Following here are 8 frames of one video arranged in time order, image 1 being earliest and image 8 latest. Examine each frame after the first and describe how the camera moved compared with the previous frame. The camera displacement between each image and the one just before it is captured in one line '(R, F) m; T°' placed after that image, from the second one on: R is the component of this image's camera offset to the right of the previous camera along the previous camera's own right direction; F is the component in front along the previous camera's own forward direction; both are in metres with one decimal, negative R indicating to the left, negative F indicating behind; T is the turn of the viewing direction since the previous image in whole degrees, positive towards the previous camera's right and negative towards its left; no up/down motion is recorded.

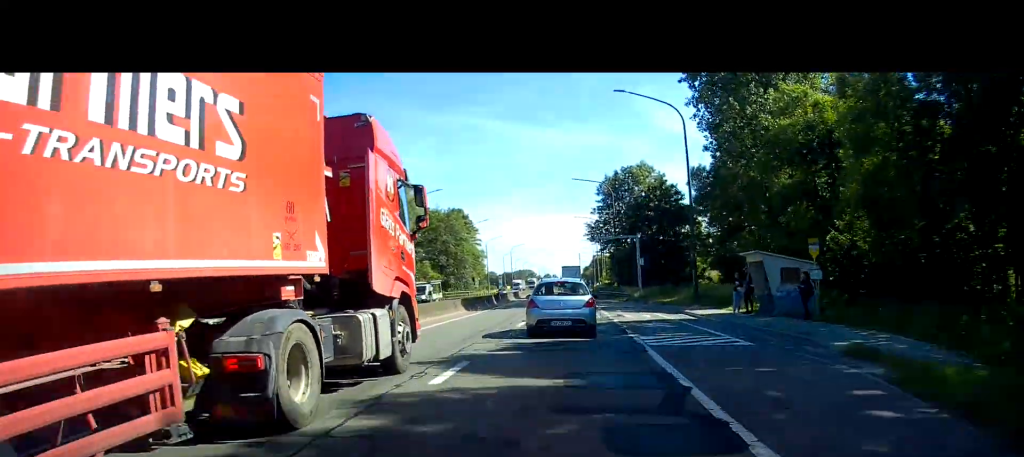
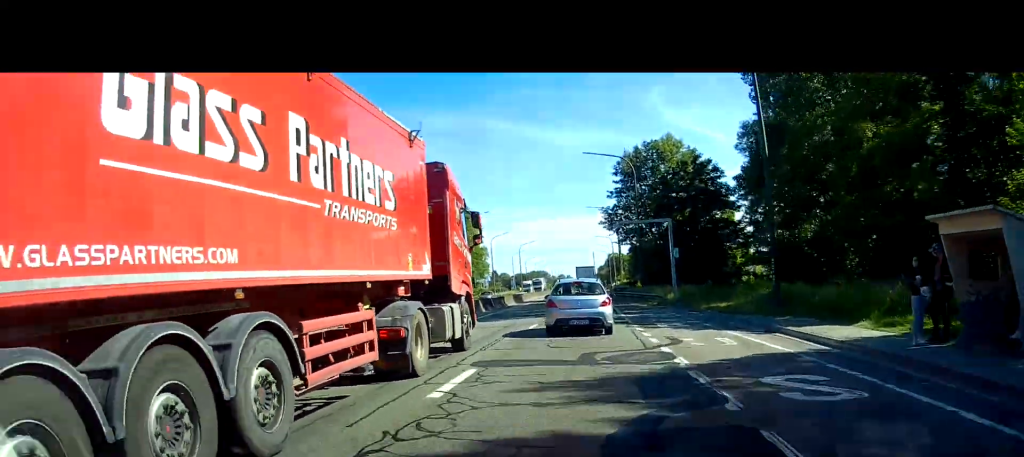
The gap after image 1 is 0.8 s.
(+0.1, +13.6) m; 0°
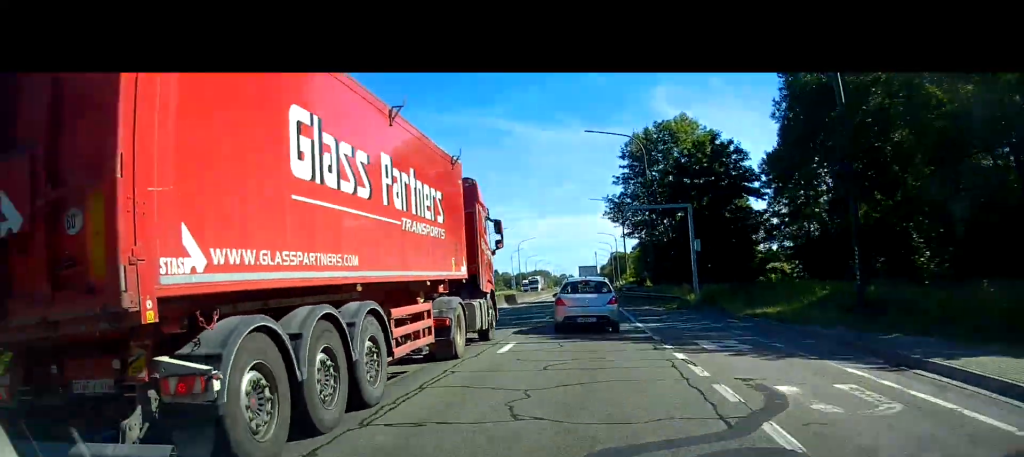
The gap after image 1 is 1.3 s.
(+0.1, +7.7) m; 0°
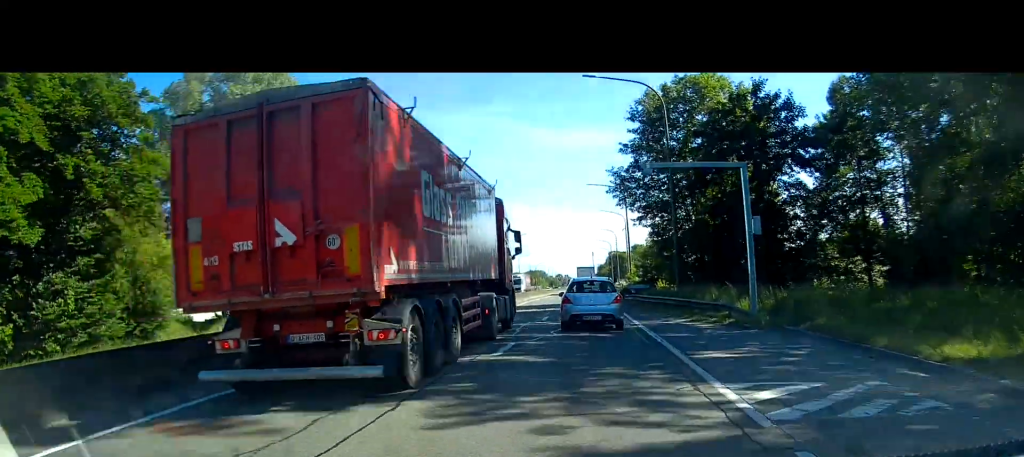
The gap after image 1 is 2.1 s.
(-0.1, +13.4) m; -1°
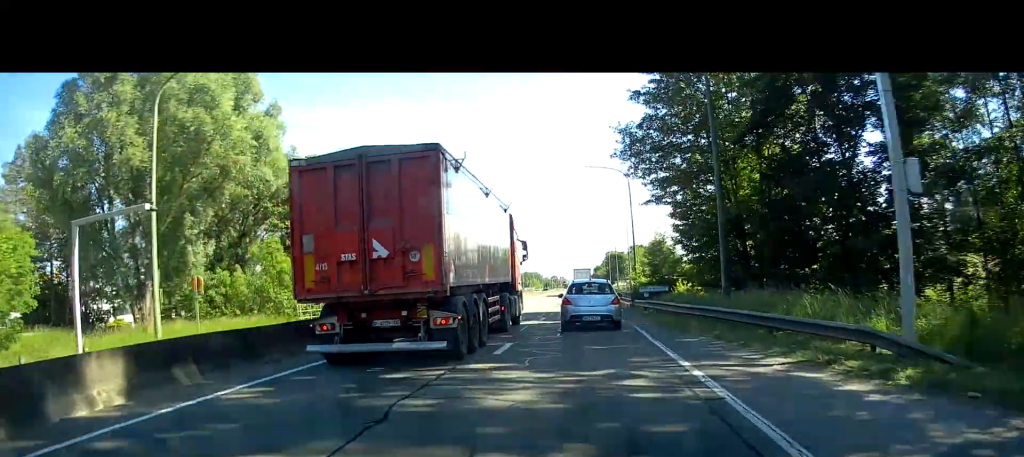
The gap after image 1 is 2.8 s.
(-0.1, +12.5) m; 0°
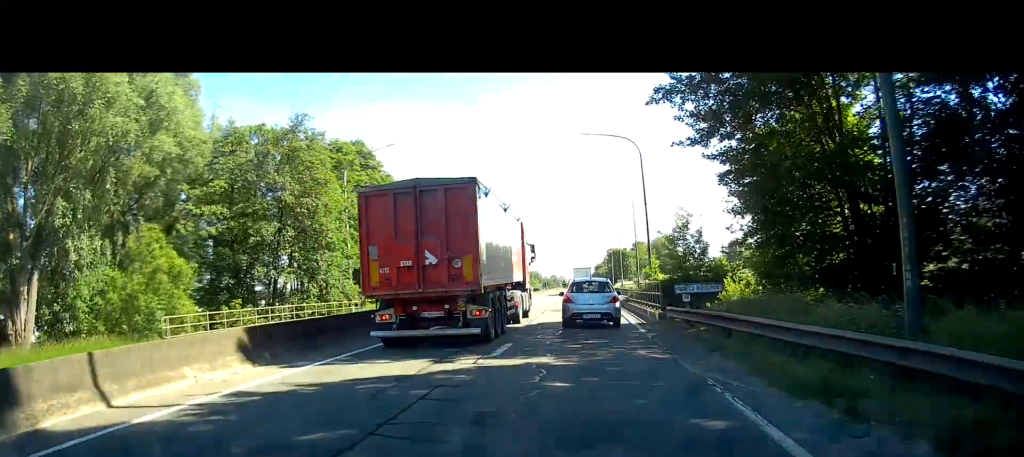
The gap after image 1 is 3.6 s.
(0.0, +13.2) m; 0°
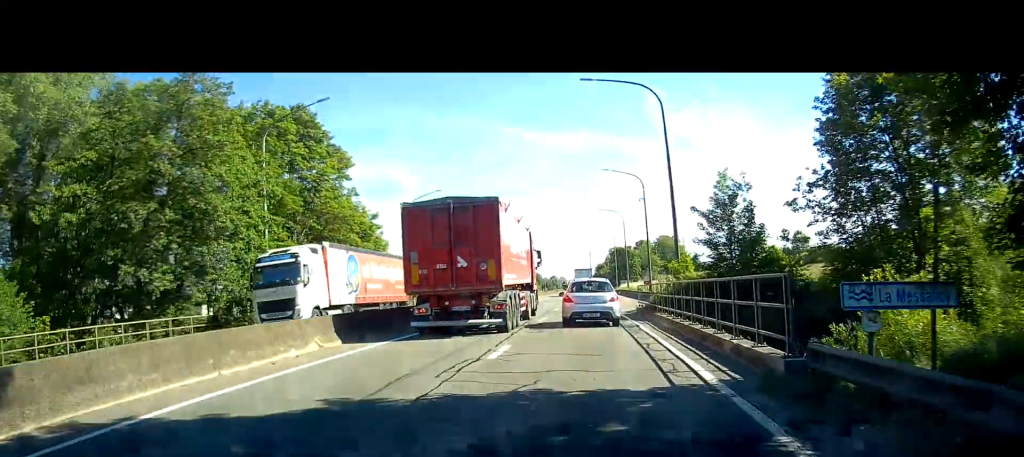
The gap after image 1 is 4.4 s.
(+0.1, +13.4) m; 0°
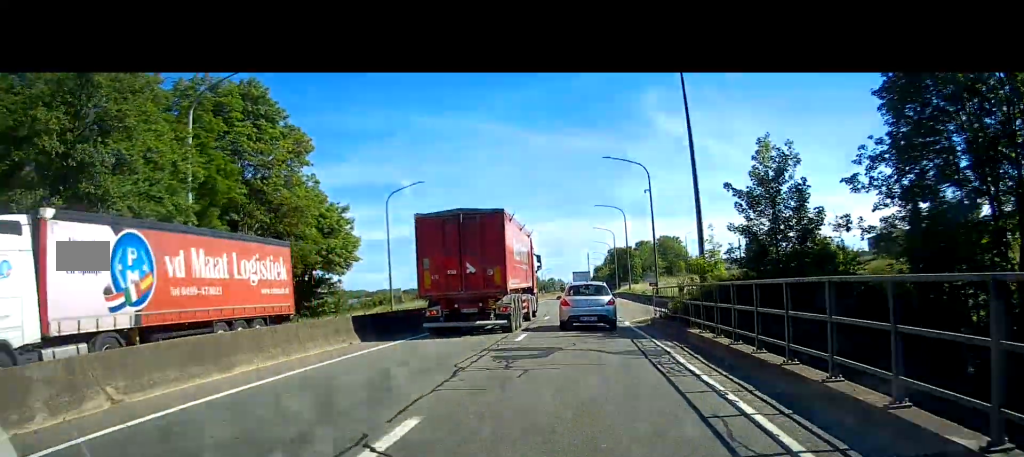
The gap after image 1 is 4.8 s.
(-0.1, +7.6) m; 0°
